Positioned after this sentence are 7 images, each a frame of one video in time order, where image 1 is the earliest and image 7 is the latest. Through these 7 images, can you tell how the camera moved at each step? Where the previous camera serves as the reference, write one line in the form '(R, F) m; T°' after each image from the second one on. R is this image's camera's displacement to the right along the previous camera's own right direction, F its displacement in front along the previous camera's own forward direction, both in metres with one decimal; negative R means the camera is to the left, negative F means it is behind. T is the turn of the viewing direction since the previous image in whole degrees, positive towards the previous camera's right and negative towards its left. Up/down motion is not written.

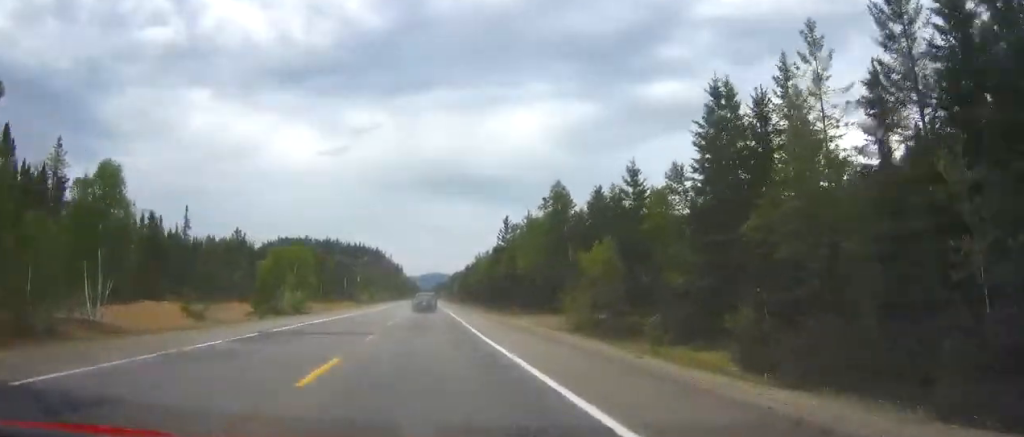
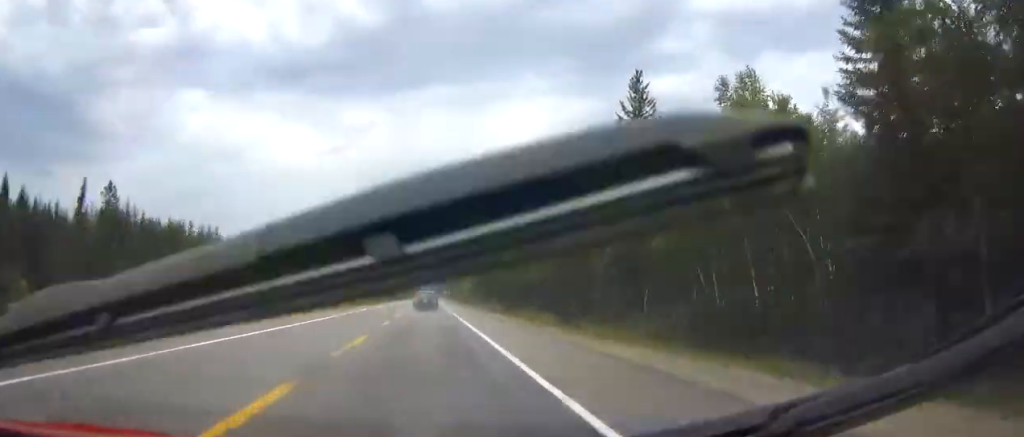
(+0.2, +69.4) m; 0°
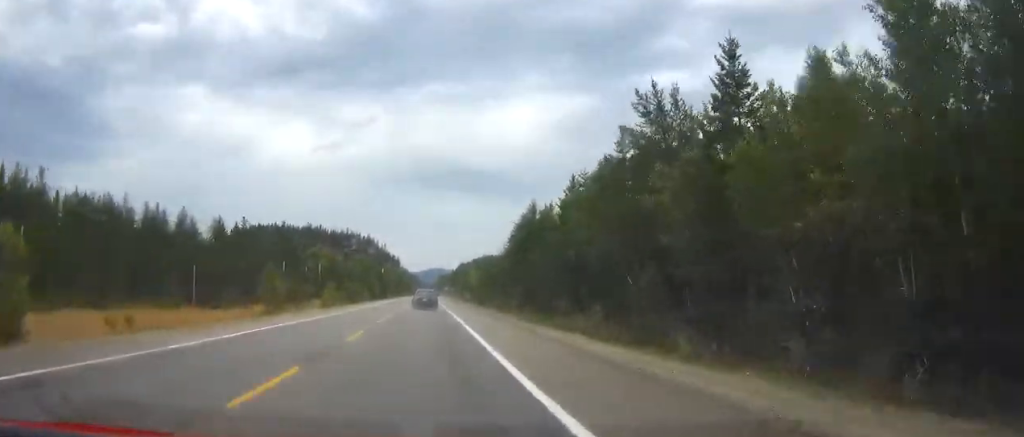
(-0.1, +43.8) m; 0°
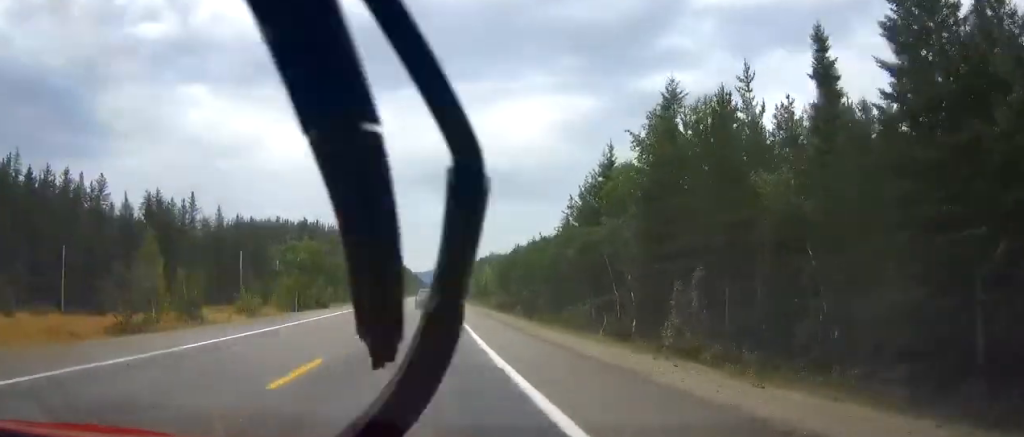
(0.0, +38.0) m; 0°
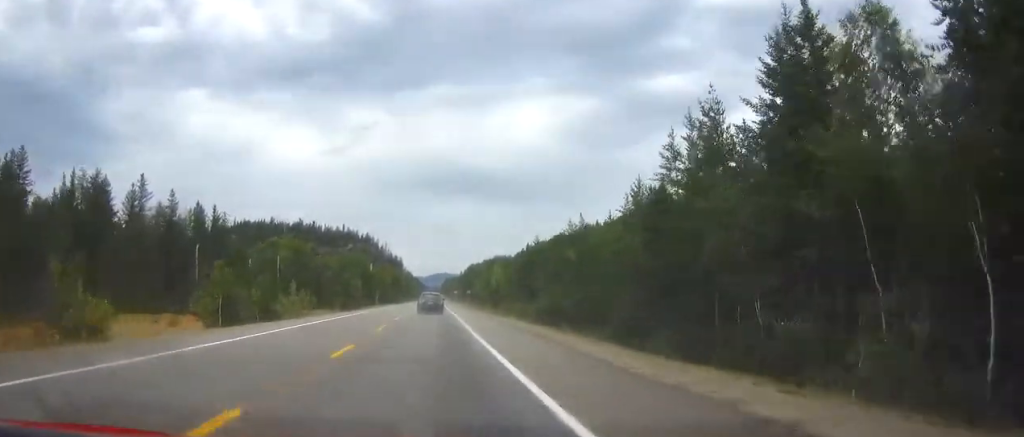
(0.0, +23.4) m; 0°
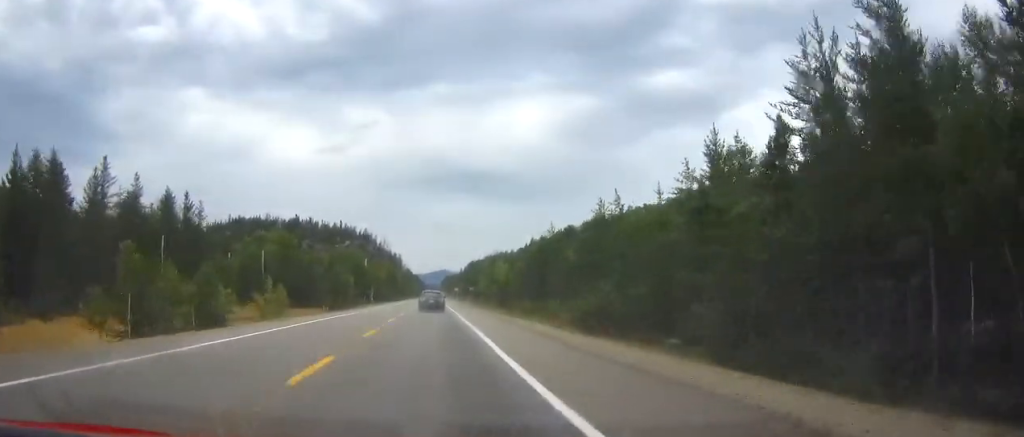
(0.0, +12.7) m; 0°
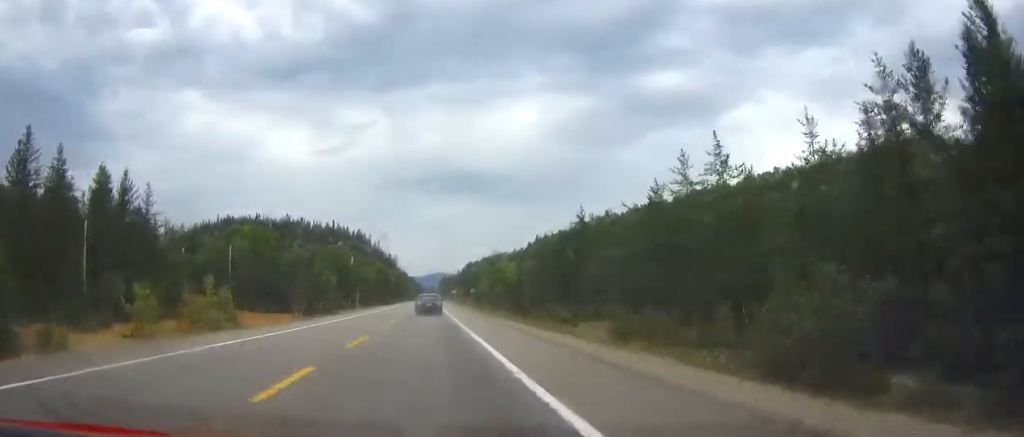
(0.0, +19.5) m; 0°
